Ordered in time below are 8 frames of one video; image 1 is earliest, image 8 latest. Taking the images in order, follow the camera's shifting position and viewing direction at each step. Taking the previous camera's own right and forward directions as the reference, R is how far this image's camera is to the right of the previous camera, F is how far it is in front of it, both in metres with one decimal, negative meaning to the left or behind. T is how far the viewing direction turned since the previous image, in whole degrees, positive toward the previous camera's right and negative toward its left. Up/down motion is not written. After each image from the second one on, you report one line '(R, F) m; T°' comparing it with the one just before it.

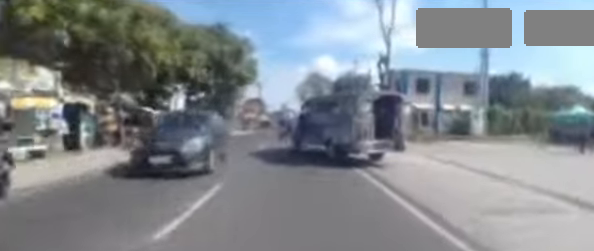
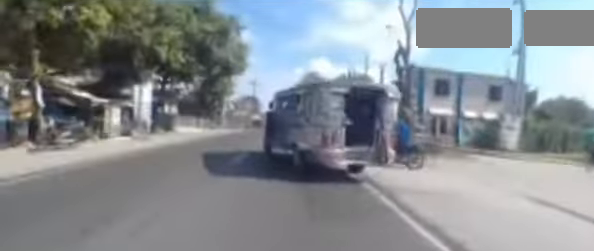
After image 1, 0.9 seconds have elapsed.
(+0.1, +4.5) m; +1°
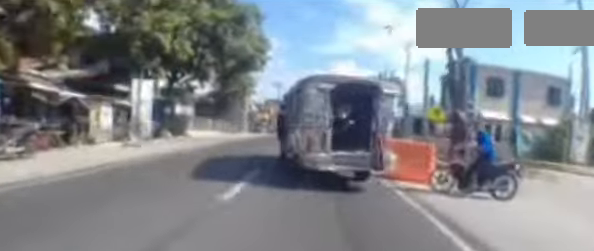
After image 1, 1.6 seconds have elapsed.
(0.0, +3.5) m; -2°
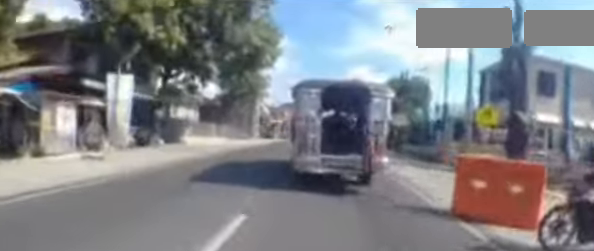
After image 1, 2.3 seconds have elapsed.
(0.0, +3.0) m; -4°
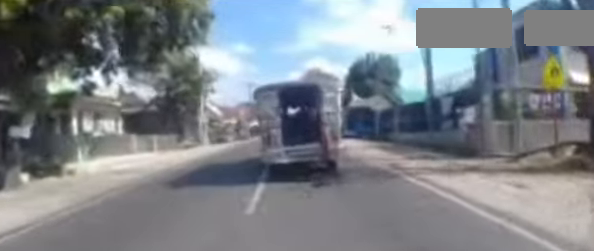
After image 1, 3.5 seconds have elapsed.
(-0.2, +5.7) m; +3°
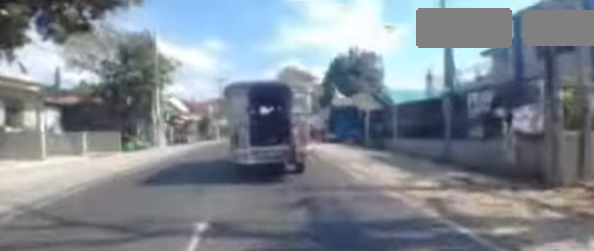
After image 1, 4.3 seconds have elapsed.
(+0.3, +3.8) m; +4°
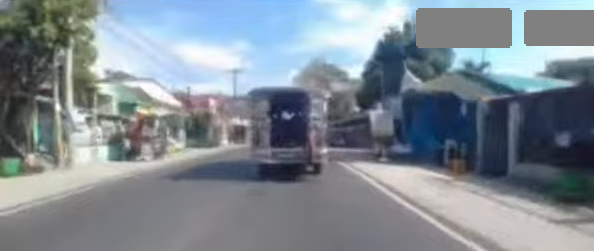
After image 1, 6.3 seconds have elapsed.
(0.0, +10.0) m; 0°
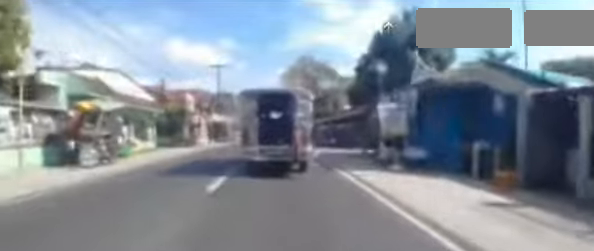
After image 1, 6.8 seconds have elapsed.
(0.0, +2.7) m; 0°
